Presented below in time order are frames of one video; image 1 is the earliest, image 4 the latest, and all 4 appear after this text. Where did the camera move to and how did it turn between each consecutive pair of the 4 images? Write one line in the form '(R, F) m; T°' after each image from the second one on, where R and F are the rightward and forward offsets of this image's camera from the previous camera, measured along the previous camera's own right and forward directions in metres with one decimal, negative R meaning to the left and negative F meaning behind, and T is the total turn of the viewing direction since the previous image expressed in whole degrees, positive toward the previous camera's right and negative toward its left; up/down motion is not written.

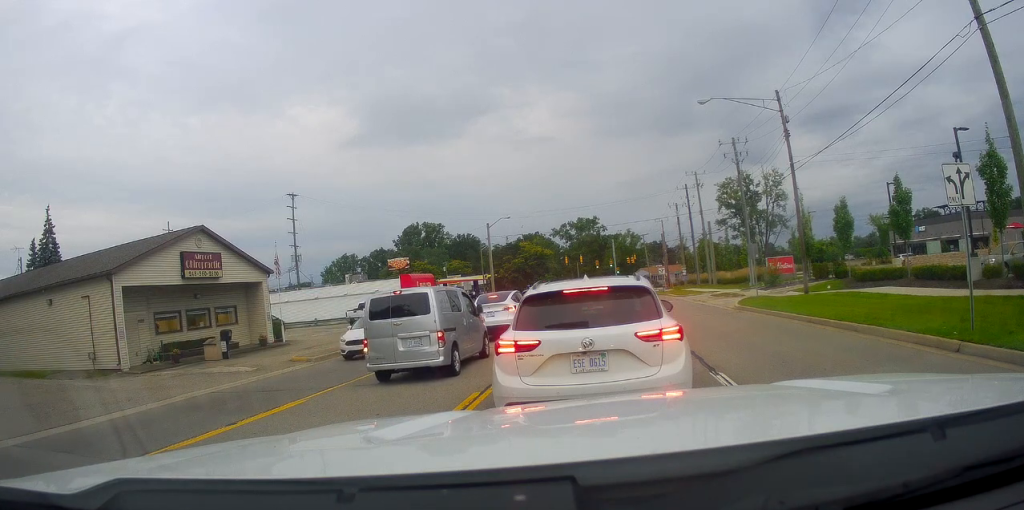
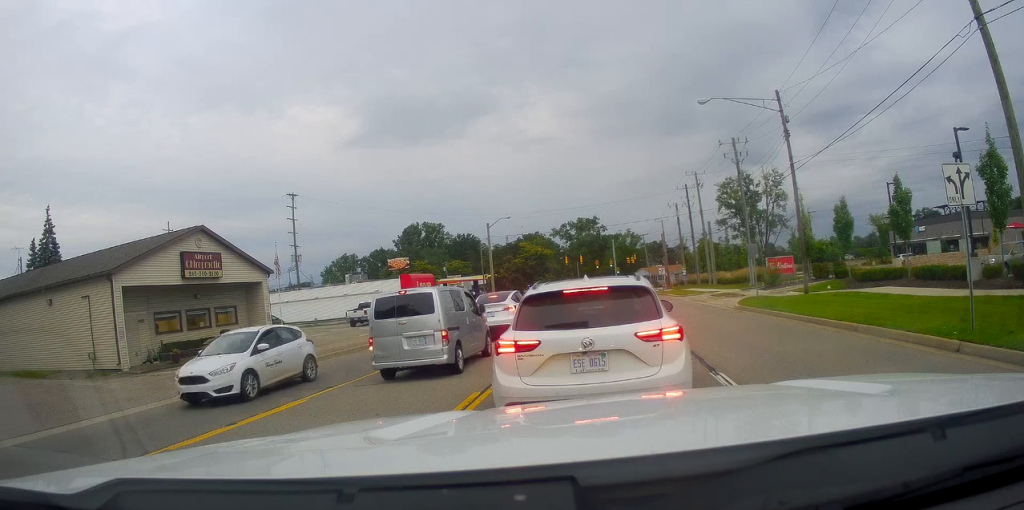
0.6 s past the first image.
(0.0, 0.0) m; 0°
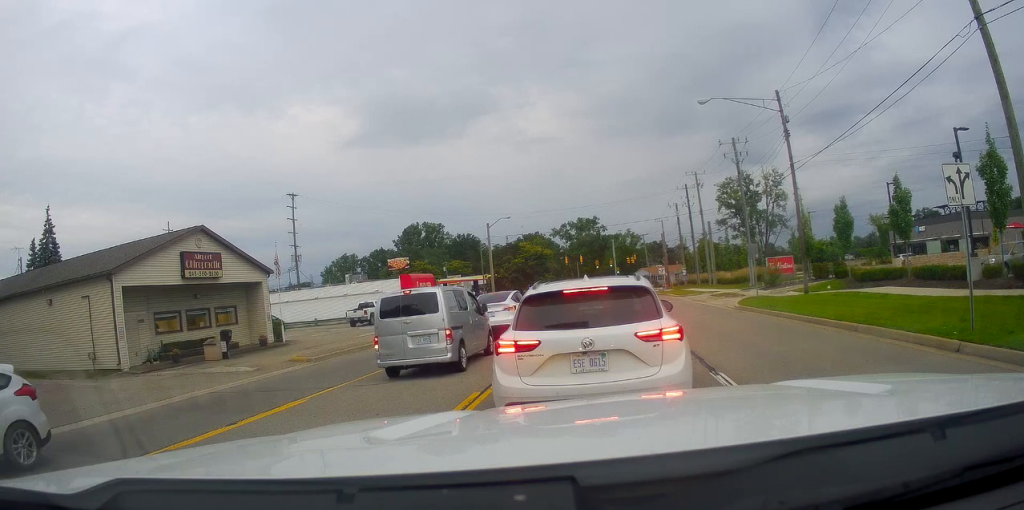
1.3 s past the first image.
(0.0, 0.0) m; 0°
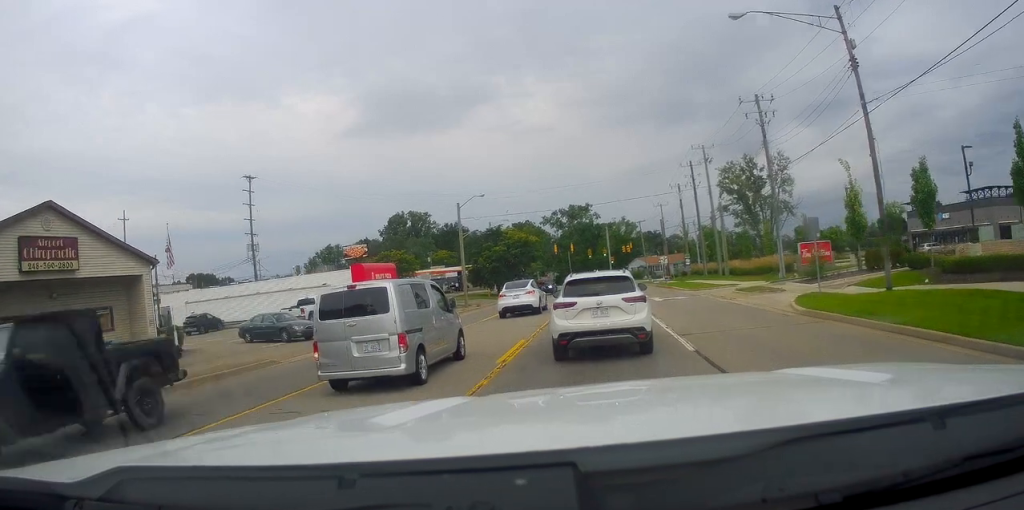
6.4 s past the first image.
(0.0, +3.9) m; -3°
